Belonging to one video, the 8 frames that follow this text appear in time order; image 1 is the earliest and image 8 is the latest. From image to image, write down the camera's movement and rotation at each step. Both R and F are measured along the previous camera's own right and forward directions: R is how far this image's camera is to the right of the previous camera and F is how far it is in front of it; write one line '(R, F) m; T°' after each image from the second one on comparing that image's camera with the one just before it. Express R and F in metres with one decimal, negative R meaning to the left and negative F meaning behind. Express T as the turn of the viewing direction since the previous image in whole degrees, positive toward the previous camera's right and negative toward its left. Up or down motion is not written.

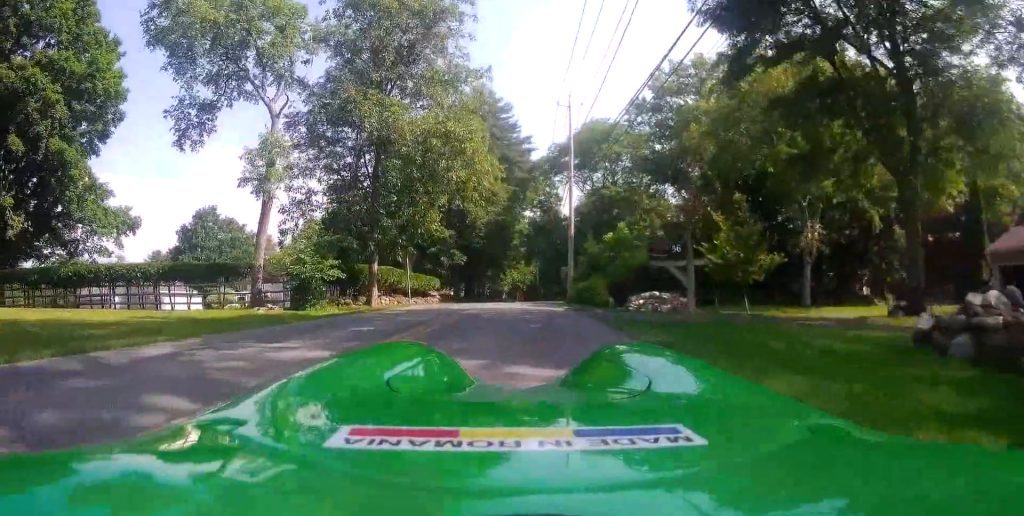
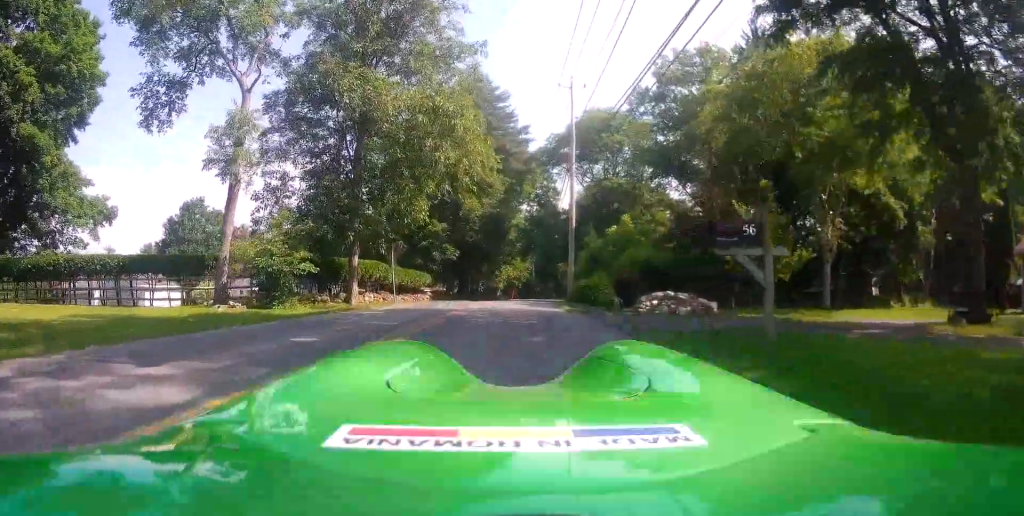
(-0.1, +2.8) m; -1°
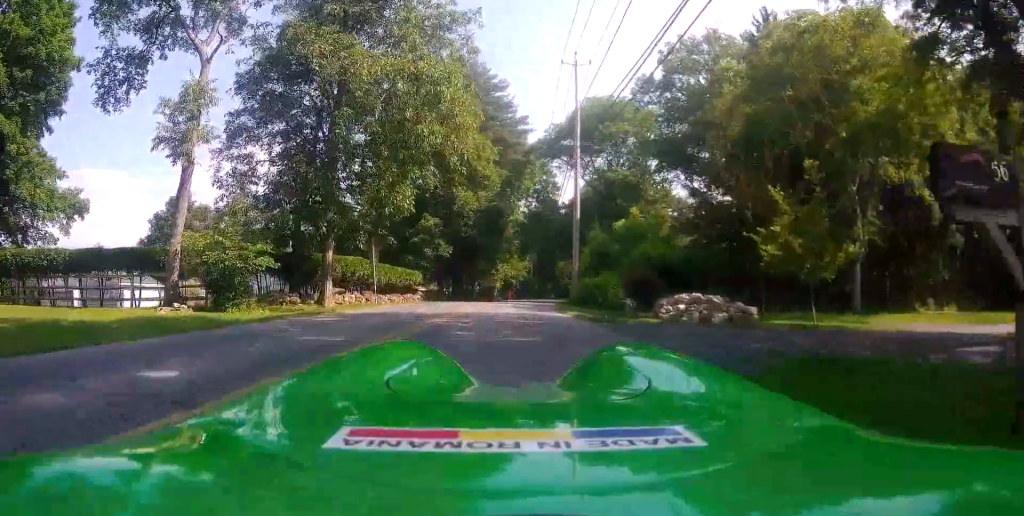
(+0.1, +3.4) m; +1°
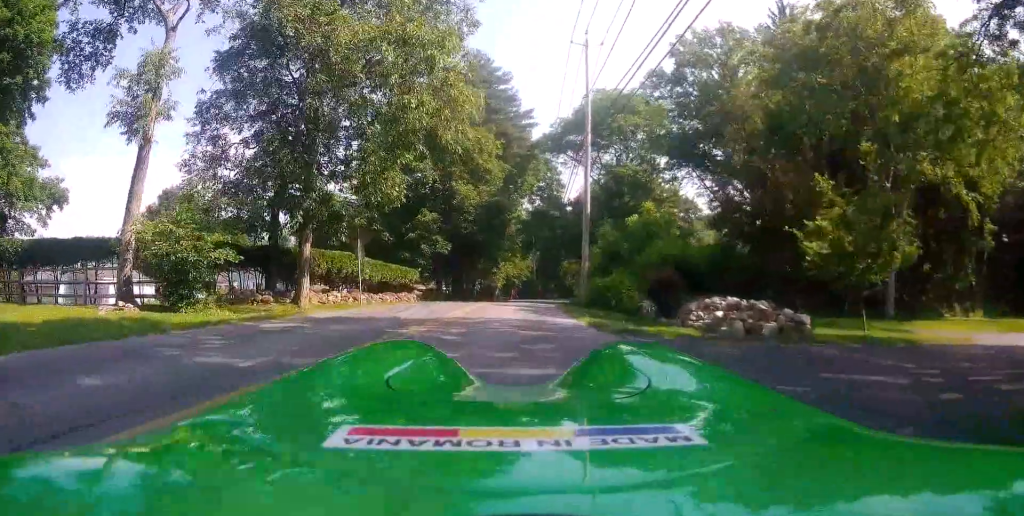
(0.0, +2.7) m; +1°
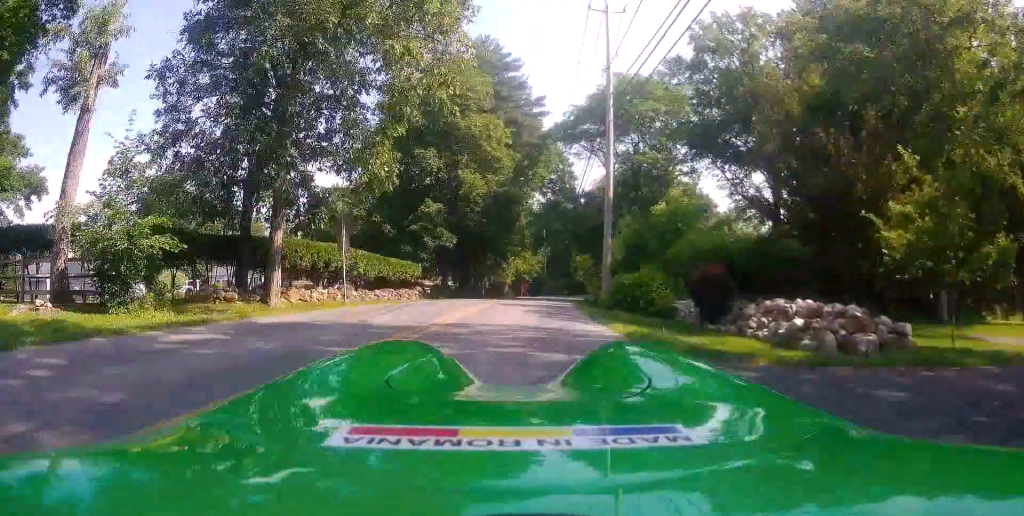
(0.0, +3.2) m; 0°
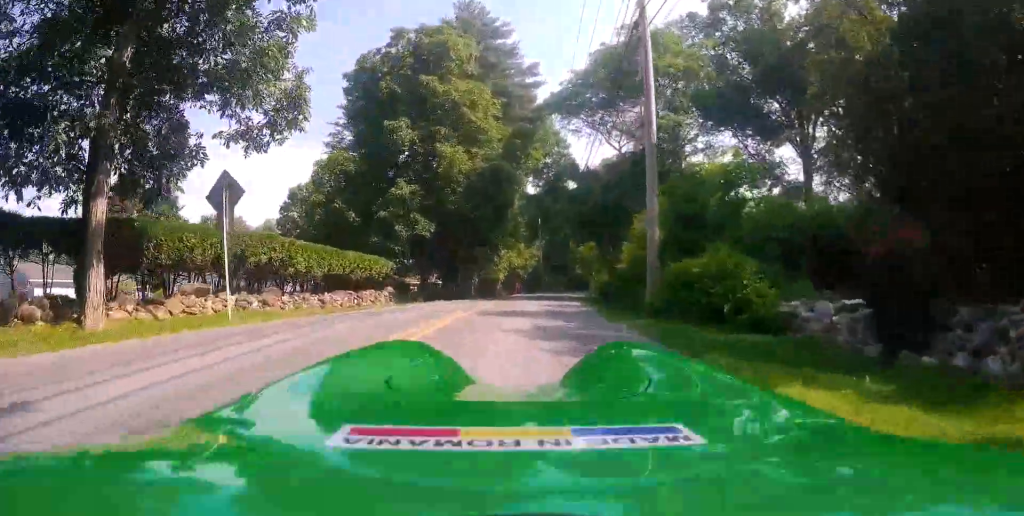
(0.0, +7.5) m; +1°
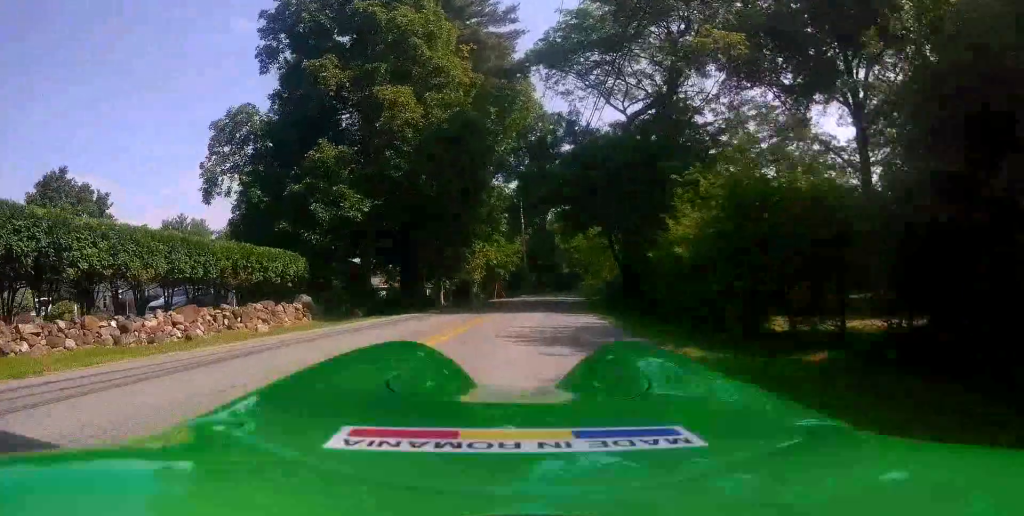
(+0.3, +10.7) m; +3°
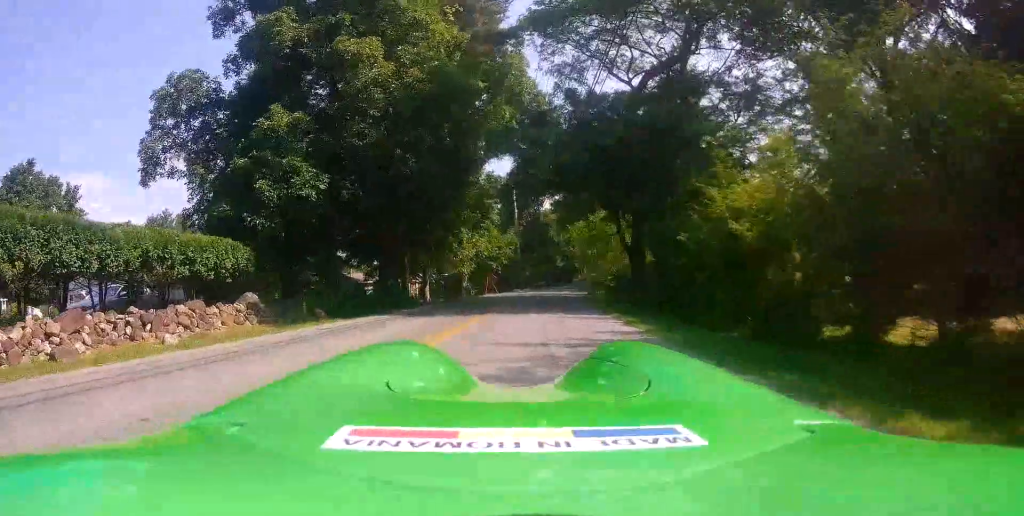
(0.0, +4.3) m; 0°
